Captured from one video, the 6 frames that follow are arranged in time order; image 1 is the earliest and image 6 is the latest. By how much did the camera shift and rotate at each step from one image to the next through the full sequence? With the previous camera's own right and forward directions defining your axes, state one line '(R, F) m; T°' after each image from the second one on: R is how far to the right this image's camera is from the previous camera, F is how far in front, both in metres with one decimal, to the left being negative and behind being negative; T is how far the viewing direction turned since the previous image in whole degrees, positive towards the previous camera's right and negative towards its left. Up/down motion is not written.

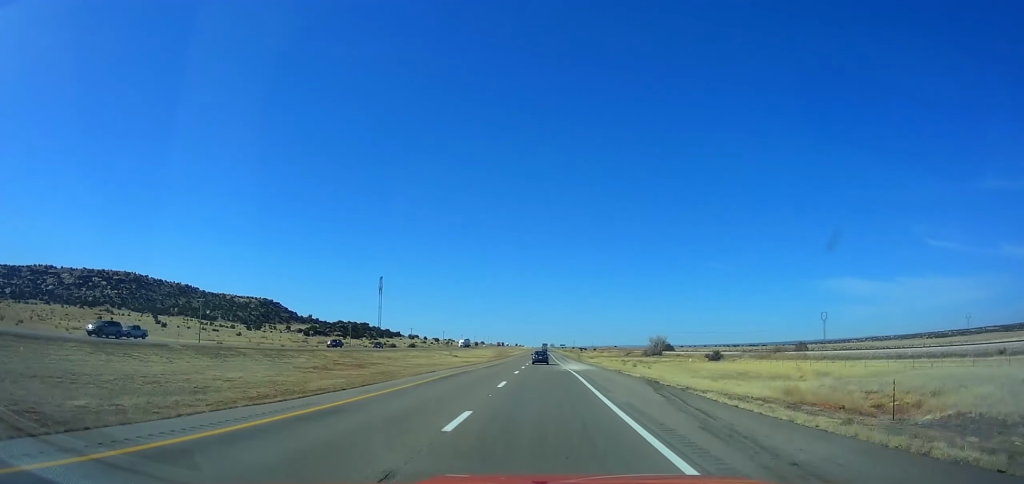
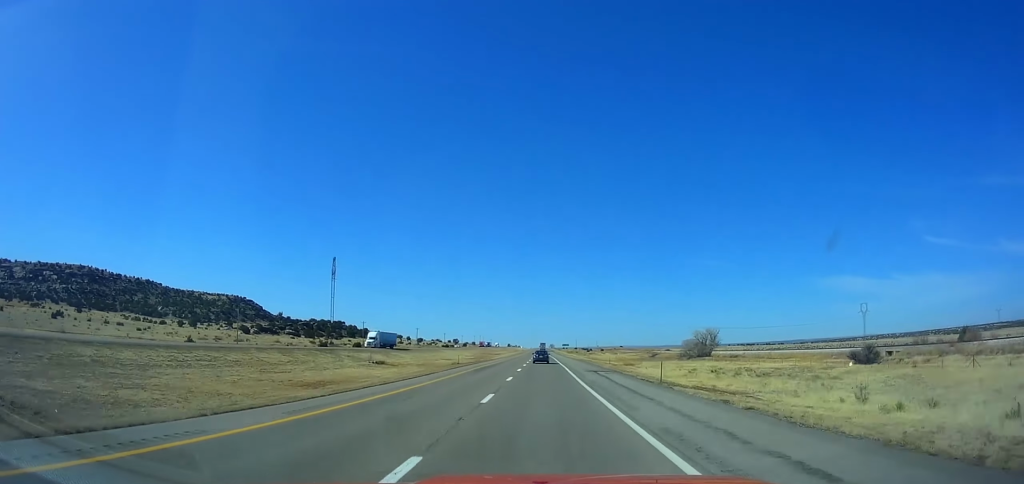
(-0.5, +78.9) m; 0°
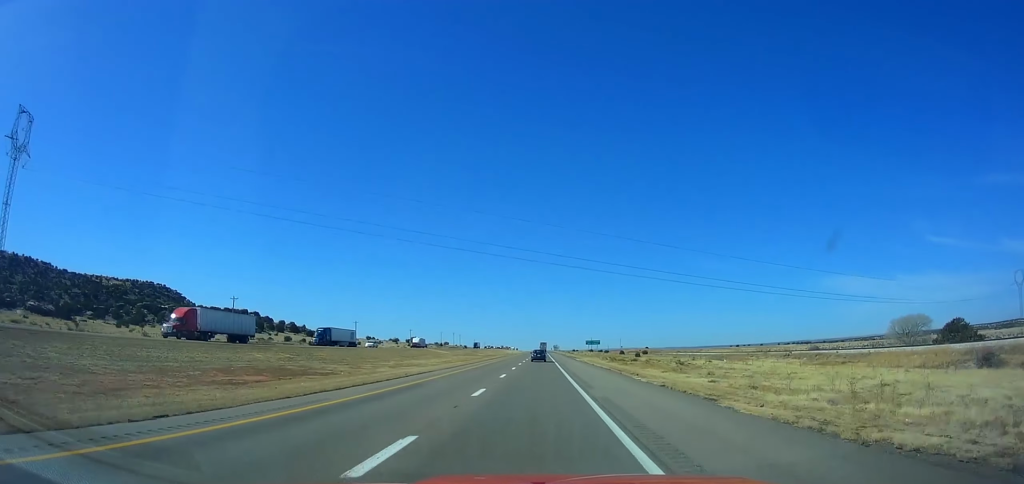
(+1.3, +193.4) m; 0°
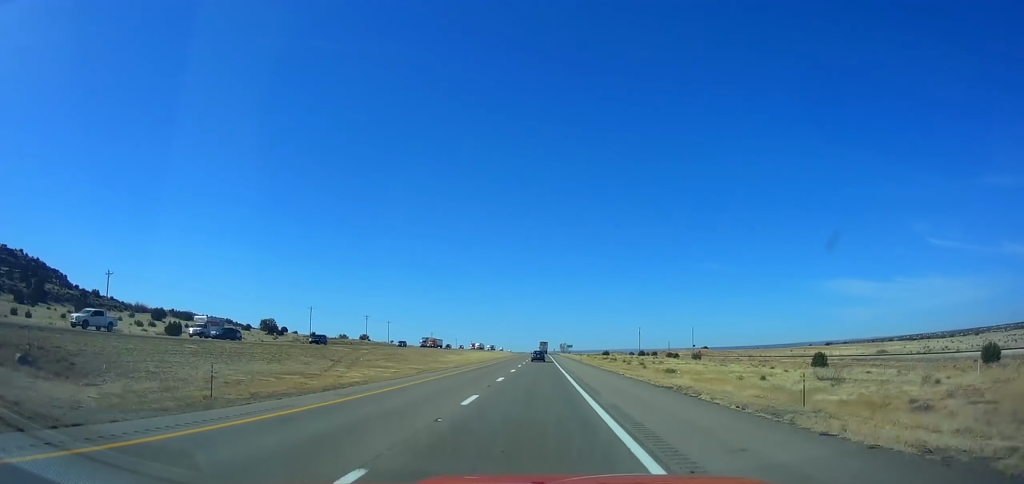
(+0.8, +222.3) m; +1°
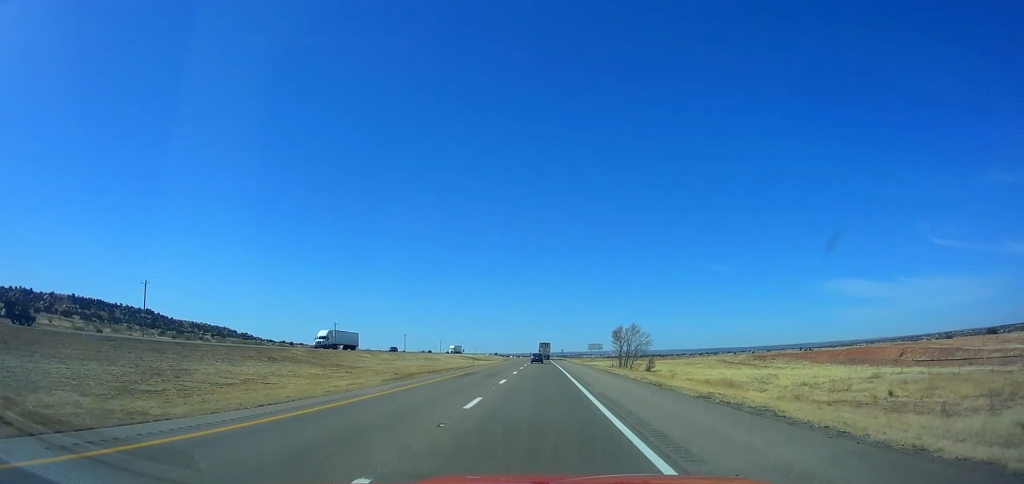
(-2.0, +269.0) m; -1°
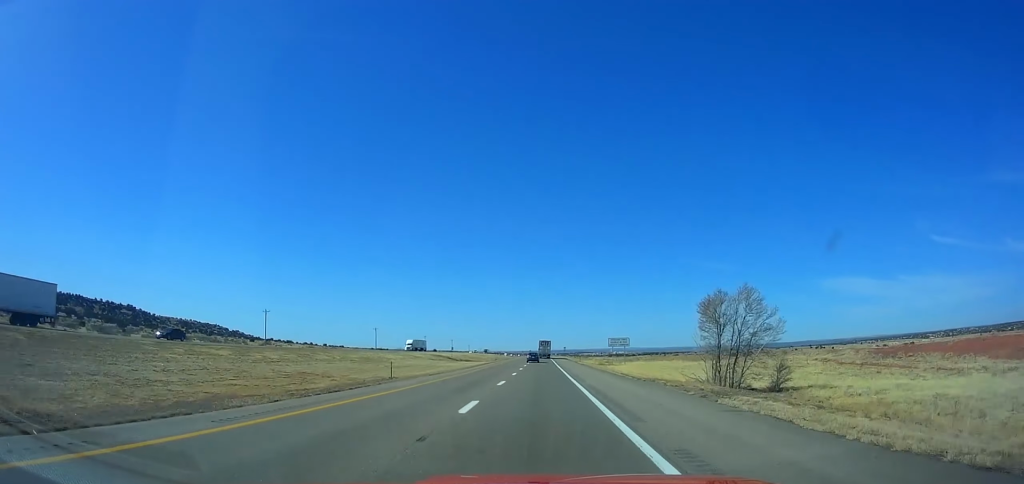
(-0.4, +50.3) m; 0°
